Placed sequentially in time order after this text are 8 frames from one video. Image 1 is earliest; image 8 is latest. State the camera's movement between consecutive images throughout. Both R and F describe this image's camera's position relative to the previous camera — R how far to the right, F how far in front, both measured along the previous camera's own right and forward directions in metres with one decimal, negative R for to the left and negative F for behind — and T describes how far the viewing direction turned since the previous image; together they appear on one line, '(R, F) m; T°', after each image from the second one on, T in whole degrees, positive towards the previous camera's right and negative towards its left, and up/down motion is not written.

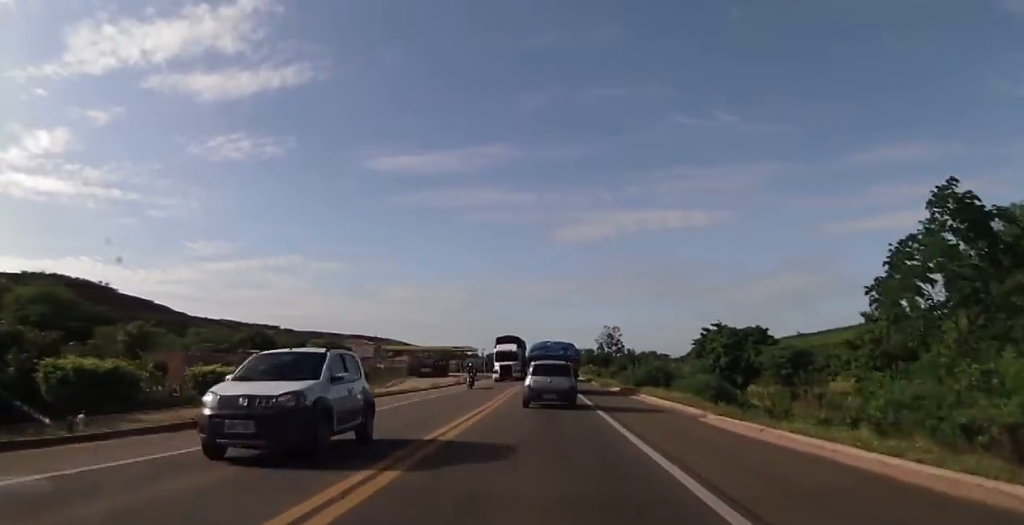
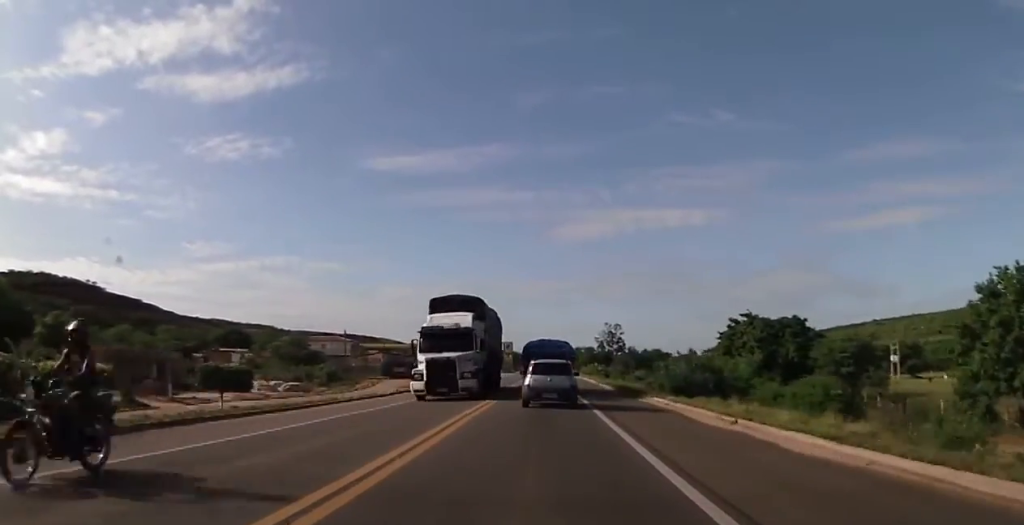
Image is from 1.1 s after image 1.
(-0.1, +19.0) m; 0°
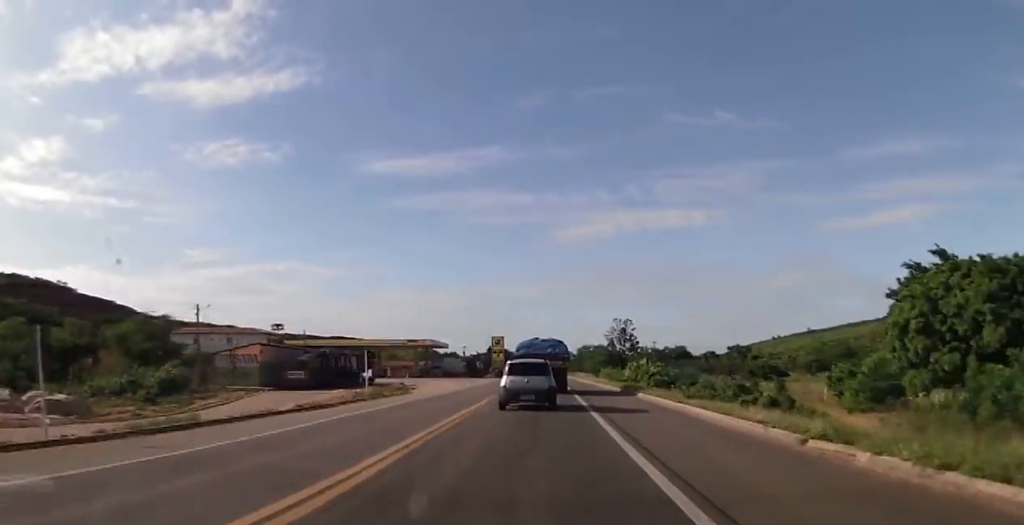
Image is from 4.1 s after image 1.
(+0.5, +48.7) m; +2°
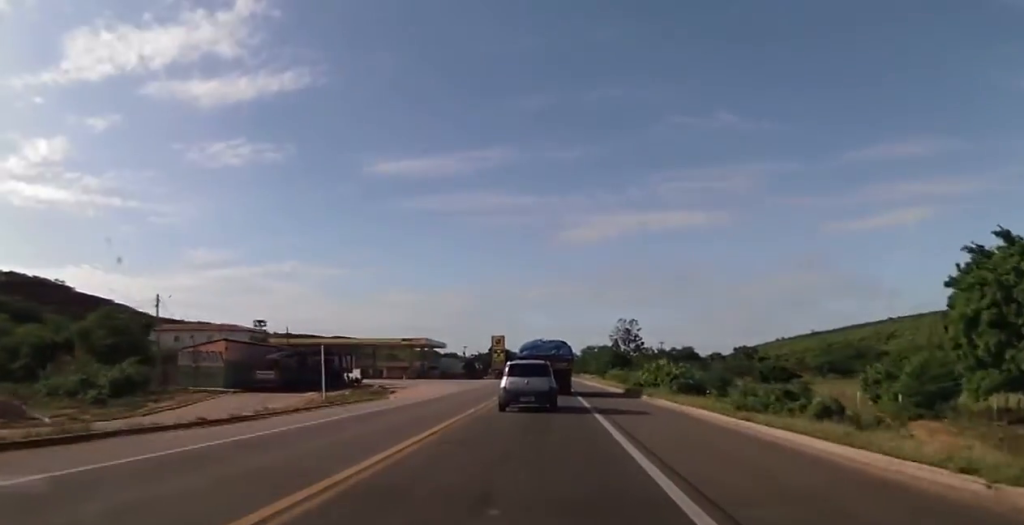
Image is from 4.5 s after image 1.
(0.0, +7.5) m; 0°
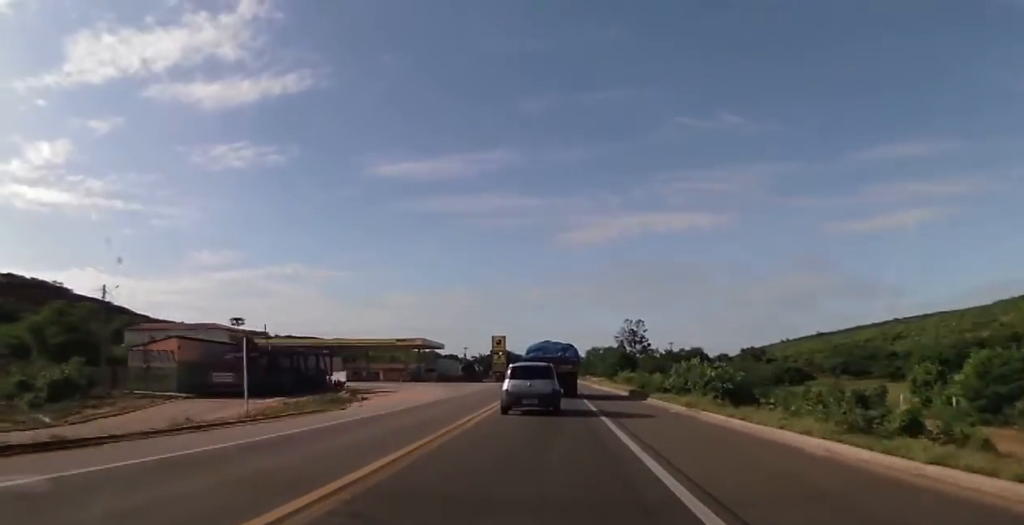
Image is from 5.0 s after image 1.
(0.0, +8.0) m; 0°
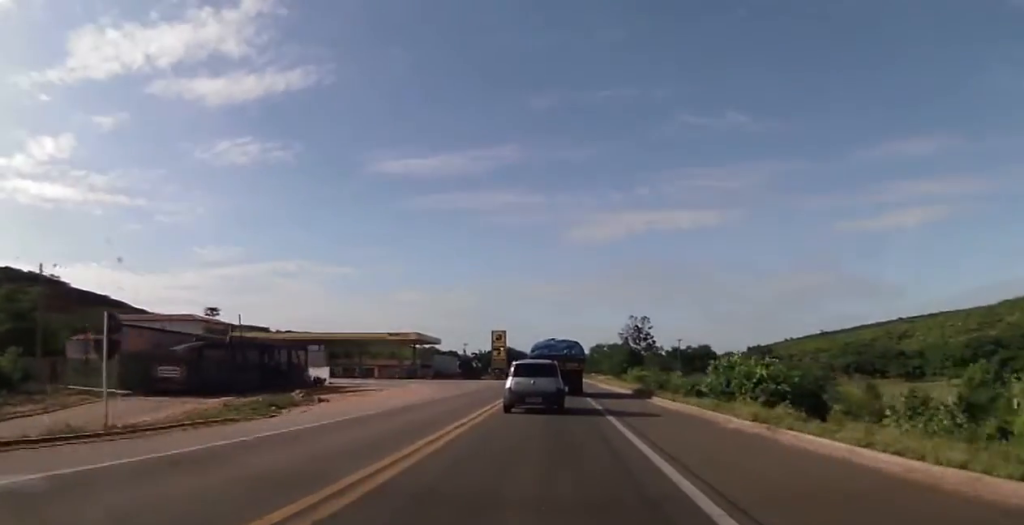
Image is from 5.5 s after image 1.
(0.0, +7.5) m; -1°
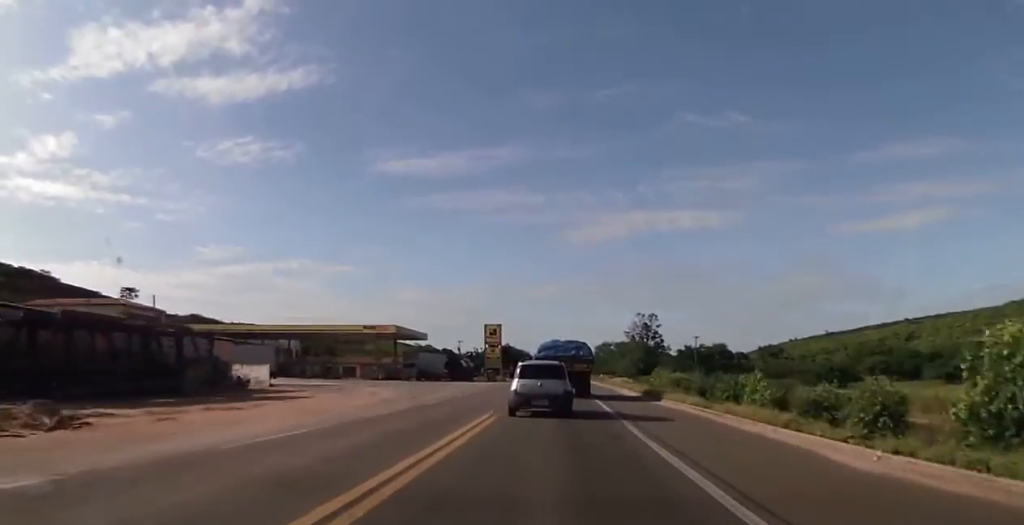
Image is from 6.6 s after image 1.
(-0.3, +17.1) m; -2°
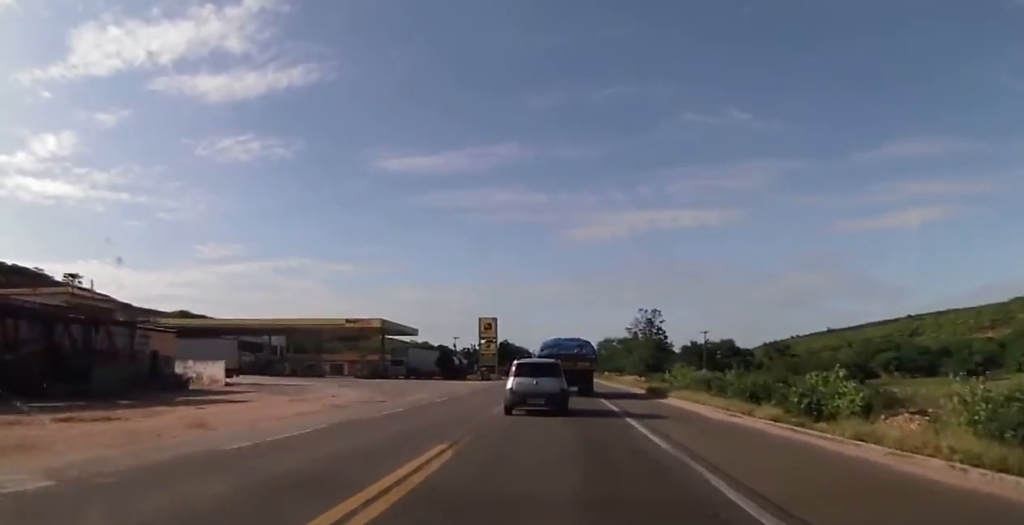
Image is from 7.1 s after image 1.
(-0.3, +8.6) m; 0°
